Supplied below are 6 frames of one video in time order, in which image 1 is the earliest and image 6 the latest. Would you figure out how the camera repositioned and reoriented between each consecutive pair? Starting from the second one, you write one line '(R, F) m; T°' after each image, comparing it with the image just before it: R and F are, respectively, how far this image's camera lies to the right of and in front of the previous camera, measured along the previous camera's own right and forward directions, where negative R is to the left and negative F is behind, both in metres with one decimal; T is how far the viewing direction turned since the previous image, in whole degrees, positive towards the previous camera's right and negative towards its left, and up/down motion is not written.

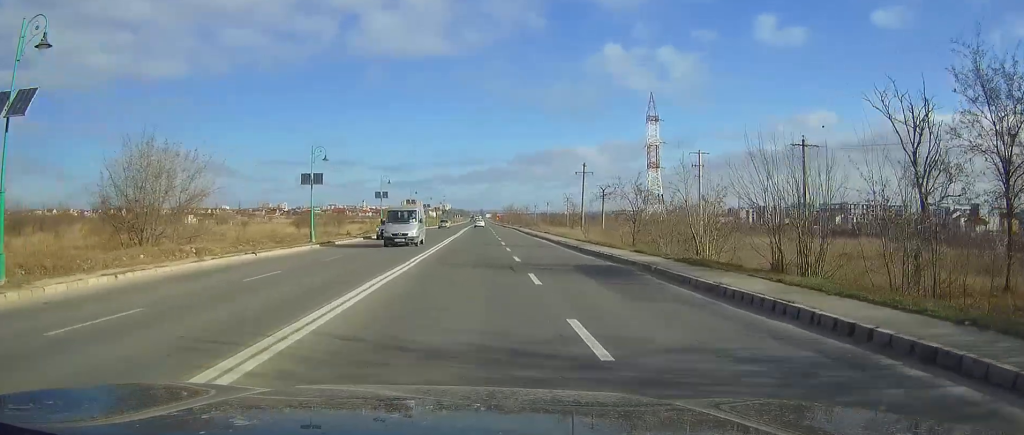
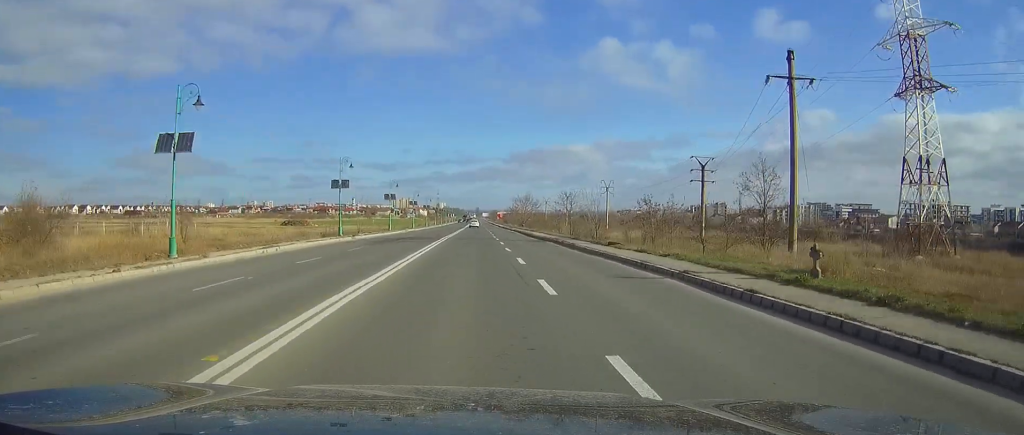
(+0.1, +85.0) m; 0°
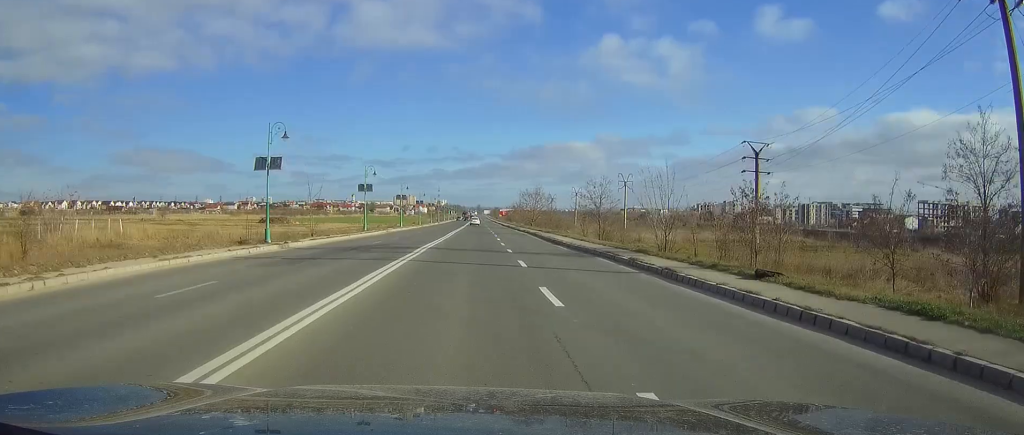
(+0.1, +19.8) m; 0°
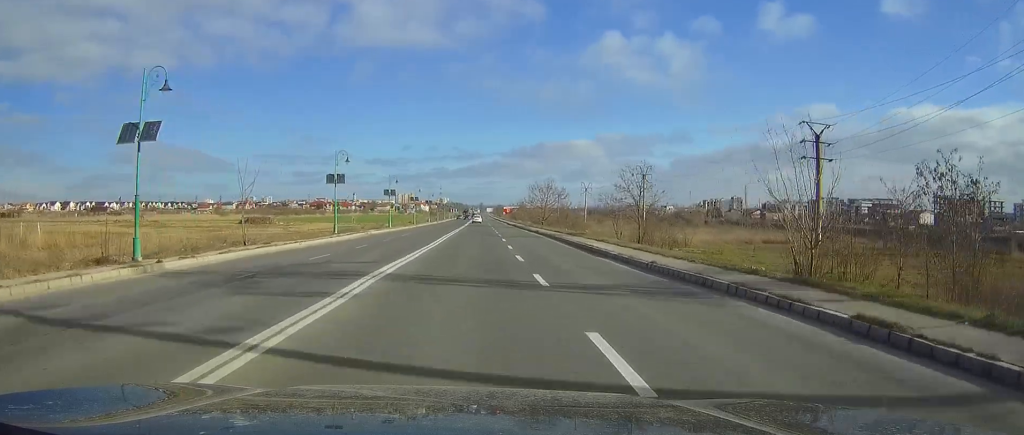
(-0.1, +15.3) m; 0°
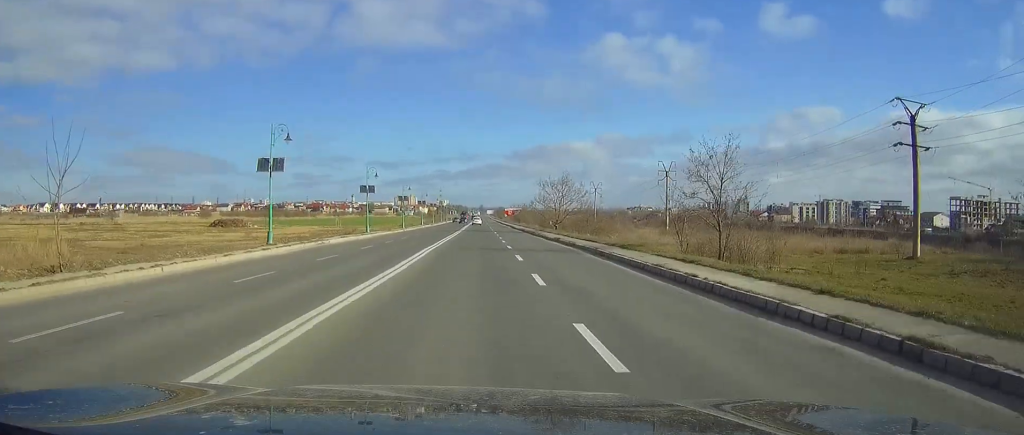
(0.0, +17.0) m; 0°
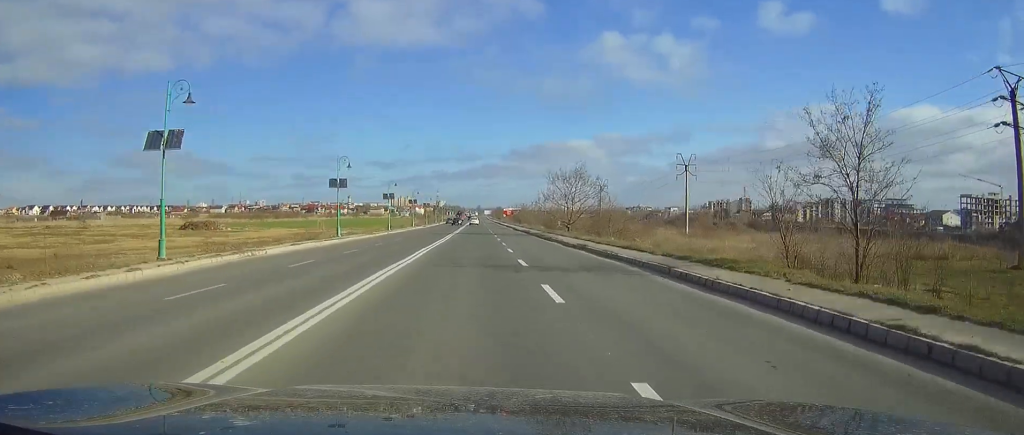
(0.0, +13.0) m; 0°
